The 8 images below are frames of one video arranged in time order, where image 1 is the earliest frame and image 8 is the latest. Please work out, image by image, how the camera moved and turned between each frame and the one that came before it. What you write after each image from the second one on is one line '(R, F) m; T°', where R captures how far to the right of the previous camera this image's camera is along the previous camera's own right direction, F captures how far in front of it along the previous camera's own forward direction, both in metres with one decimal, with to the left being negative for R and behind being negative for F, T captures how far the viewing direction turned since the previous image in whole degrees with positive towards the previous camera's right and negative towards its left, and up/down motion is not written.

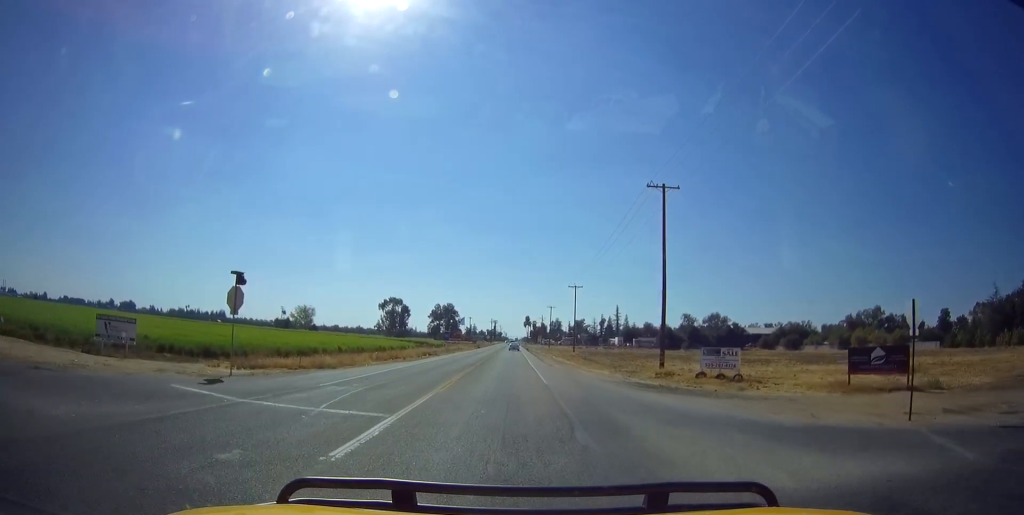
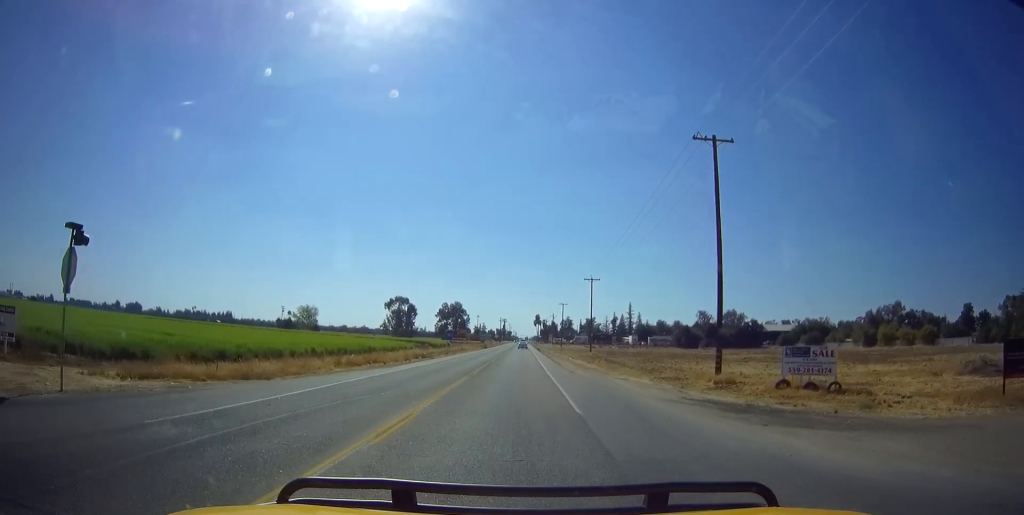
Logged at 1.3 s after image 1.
(+0.1, +9.1) m; +1°
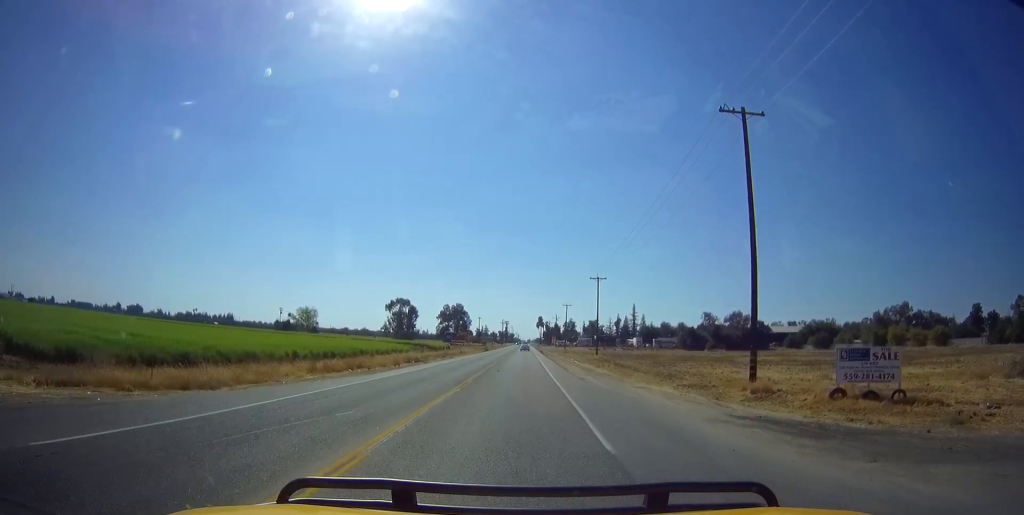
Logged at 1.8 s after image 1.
(0.0, +4.1) m; 0°
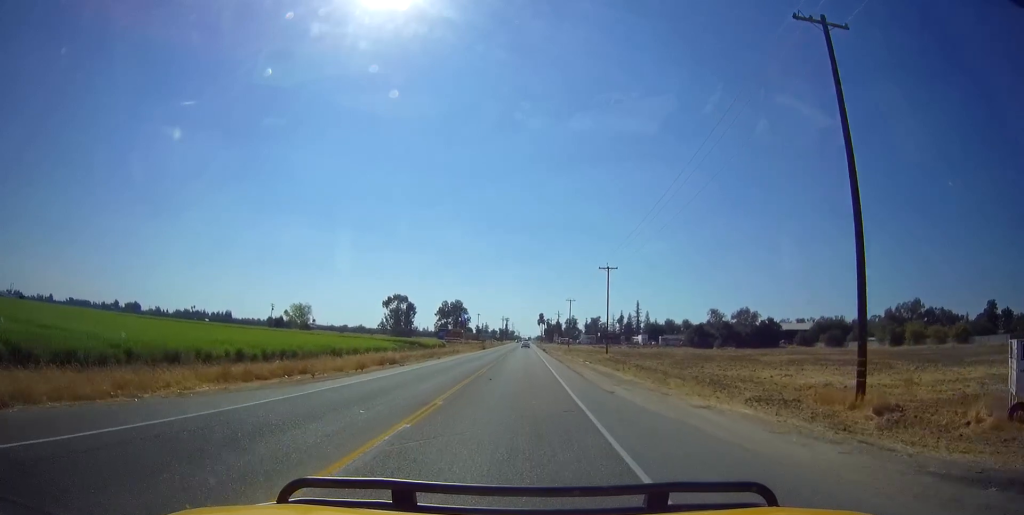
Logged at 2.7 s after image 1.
(0.0, +8.3) m; -1°
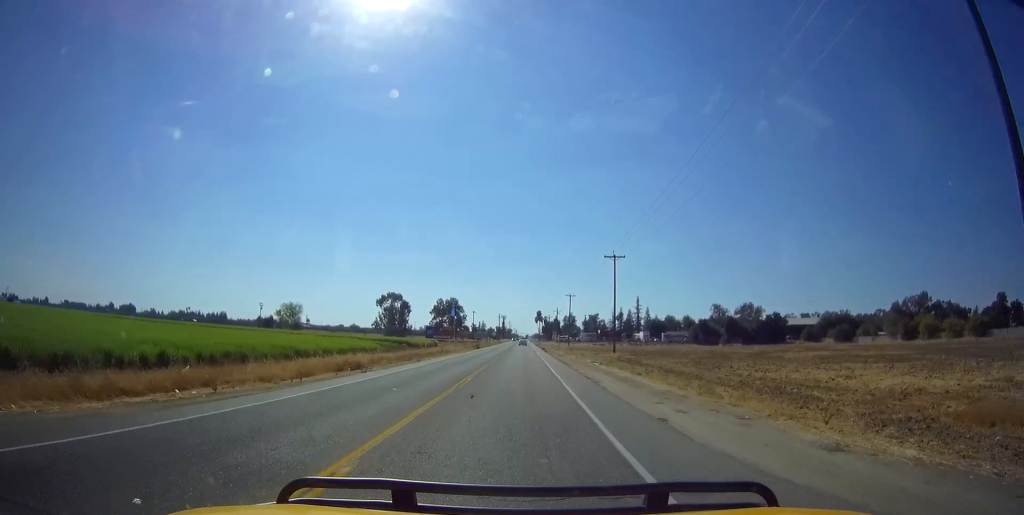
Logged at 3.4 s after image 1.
(-0.1, +7.2) m; 0°
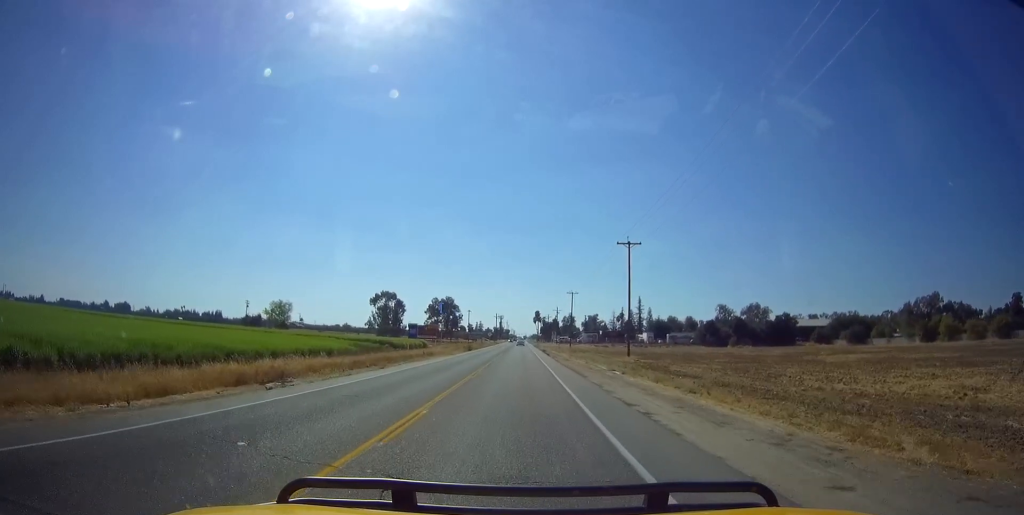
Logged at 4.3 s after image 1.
(+0.1, +9.4) m; +2°
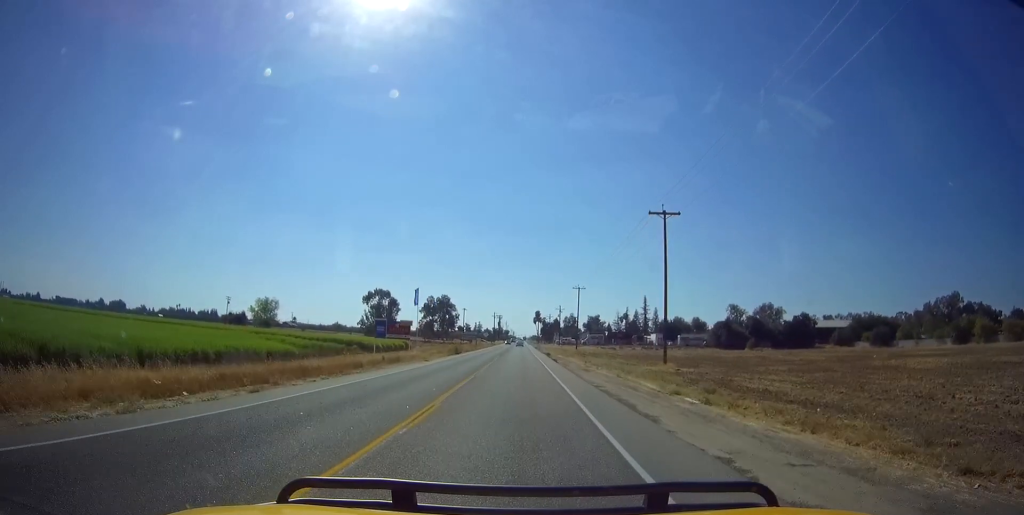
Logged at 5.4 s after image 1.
(+0.3, +13.2) m; 0°
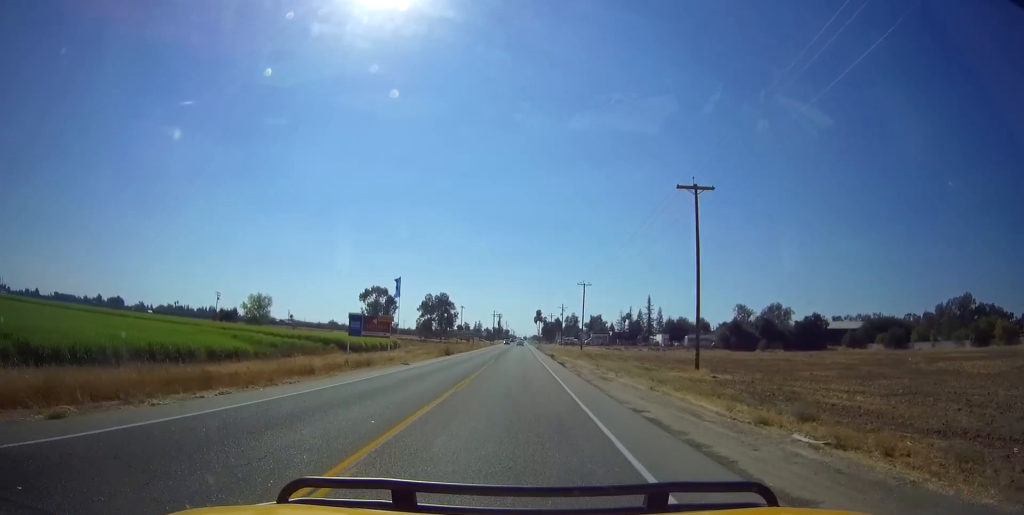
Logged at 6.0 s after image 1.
(-0.1, +7.1) m; -1°
